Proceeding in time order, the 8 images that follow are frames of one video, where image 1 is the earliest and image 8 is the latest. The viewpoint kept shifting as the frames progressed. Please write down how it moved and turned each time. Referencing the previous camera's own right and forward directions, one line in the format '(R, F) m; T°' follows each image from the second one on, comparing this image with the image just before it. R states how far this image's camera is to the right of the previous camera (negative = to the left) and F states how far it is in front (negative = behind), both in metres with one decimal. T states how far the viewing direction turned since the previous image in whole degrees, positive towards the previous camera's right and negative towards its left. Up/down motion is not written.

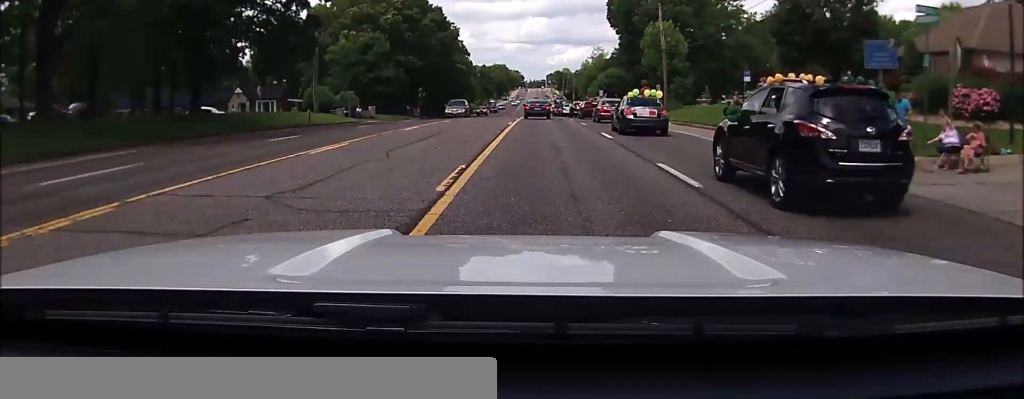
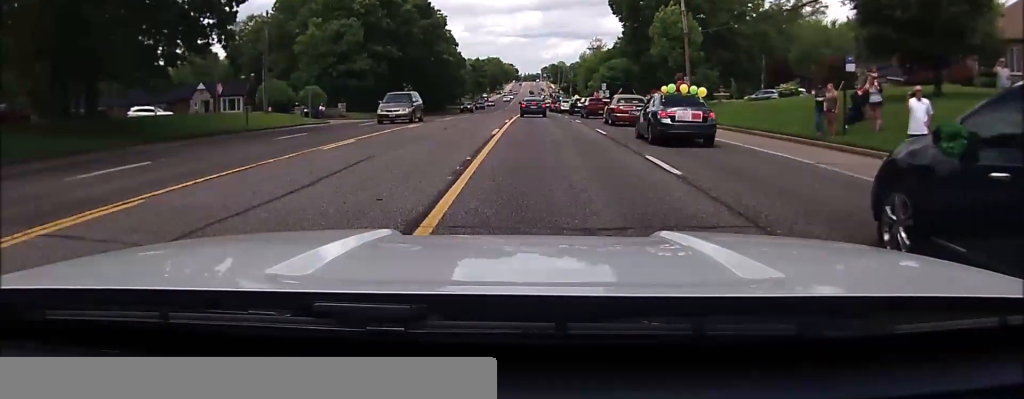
(-0.2, +11.2) m; -2°
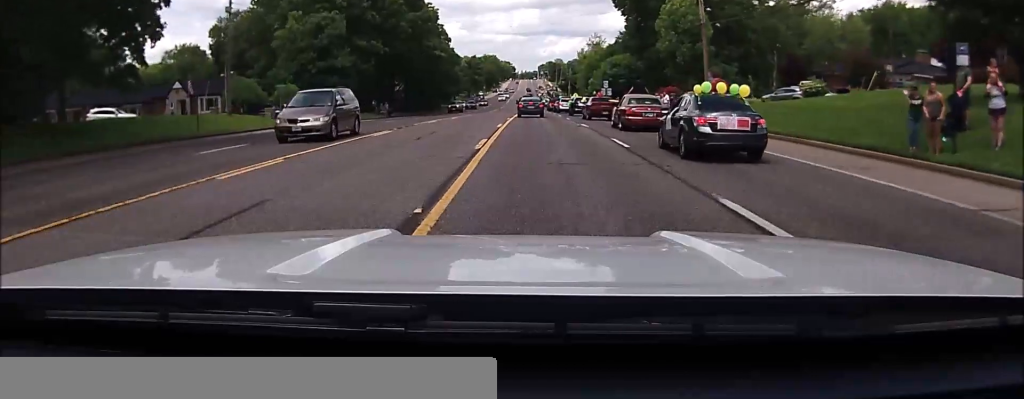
(-0.1, +6.2) m; -1°
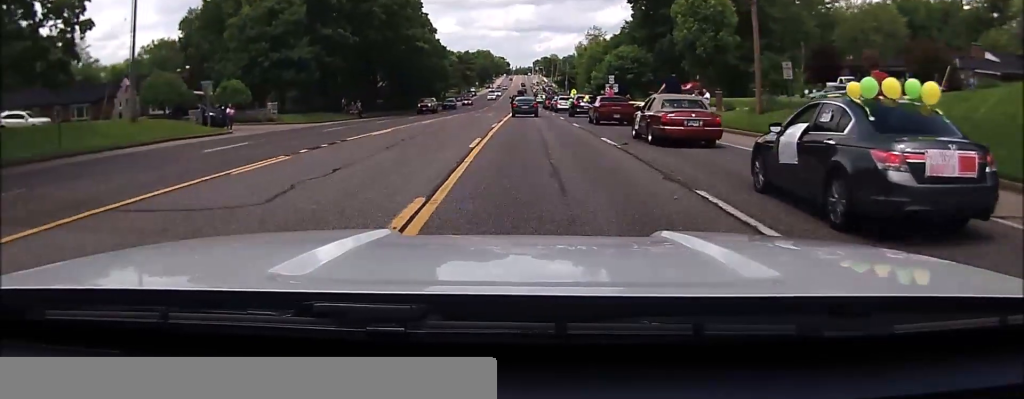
(0.0, +11.2) m; +3°
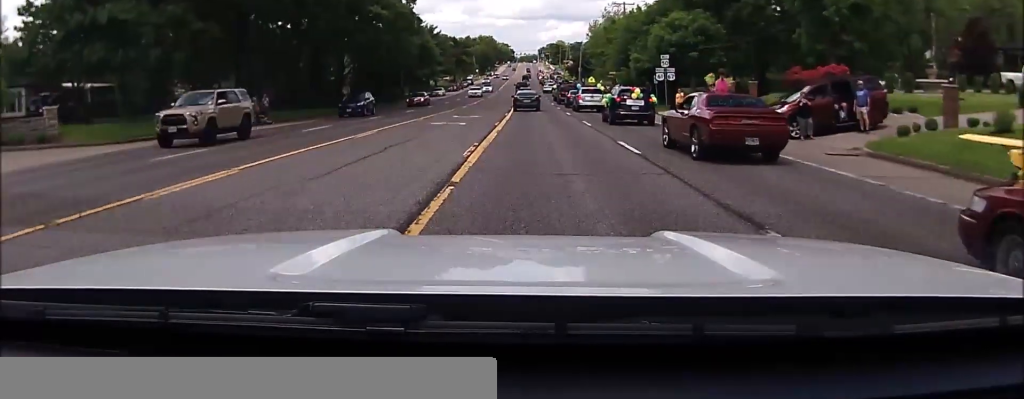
(+1.1, +27.1) m; 0°
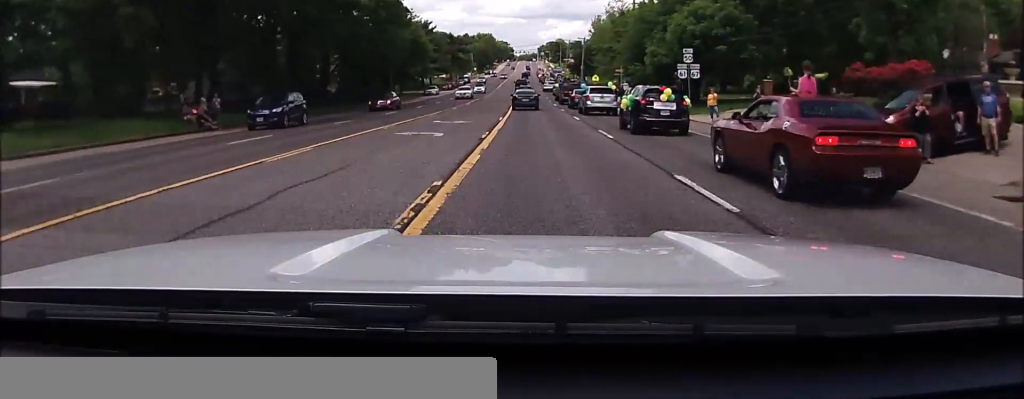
(0.0, +7.2) m; -1°
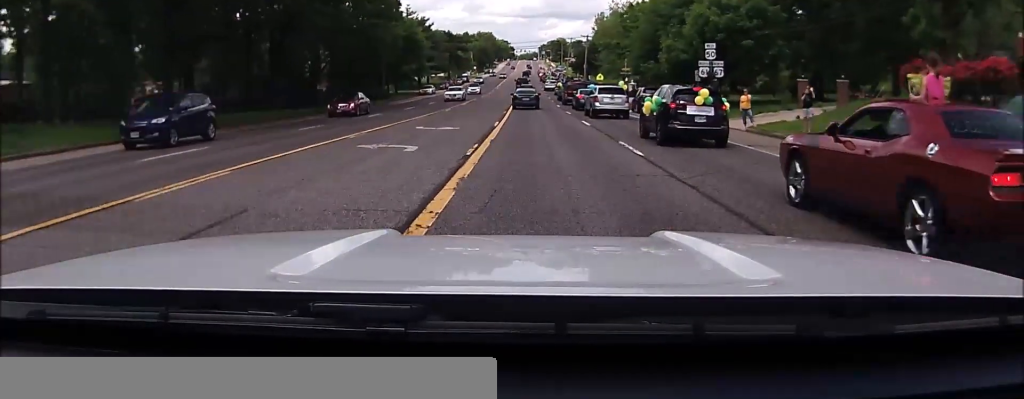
(-0.3, +5.0) m; 0°
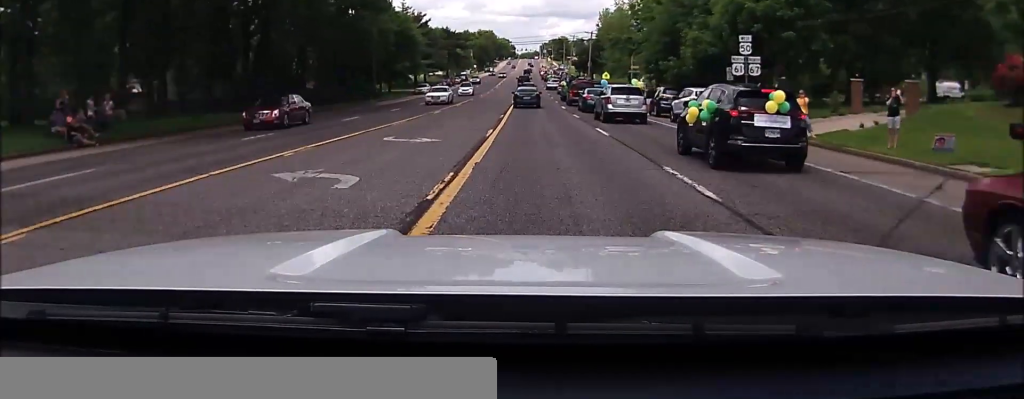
(-0.2, +5.8) m; 0°
